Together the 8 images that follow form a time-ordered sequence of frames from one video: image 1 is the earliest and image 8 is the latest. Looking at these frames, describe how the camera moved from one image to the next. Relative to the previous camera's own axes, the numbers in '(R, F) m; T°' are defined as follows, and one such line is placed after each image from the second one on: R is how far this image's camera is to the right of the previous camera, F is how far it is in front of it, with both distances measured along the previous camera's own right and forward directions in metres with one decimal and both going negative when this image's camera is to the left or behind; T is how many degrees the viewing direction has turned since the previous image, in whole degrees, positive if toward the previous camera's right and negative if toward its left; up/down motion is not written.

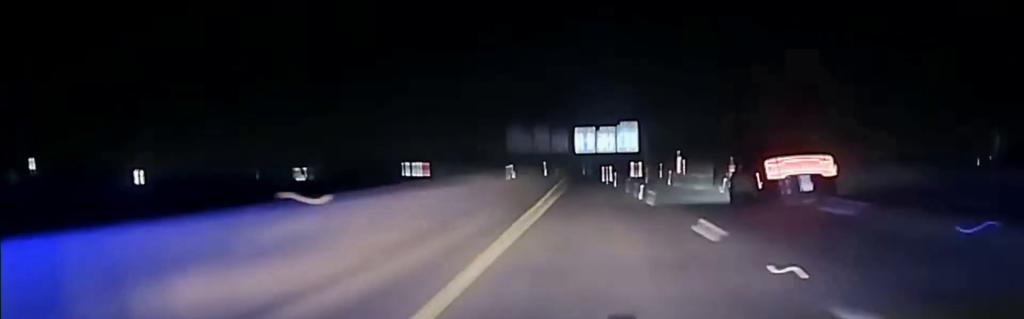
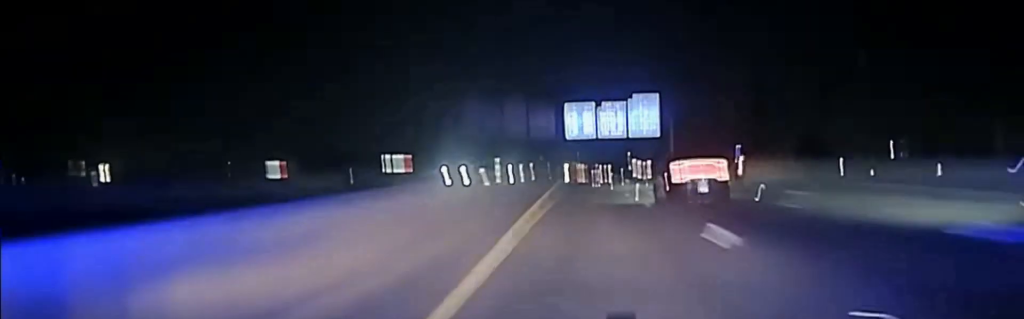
(+0.4, +52.6) m; 0°
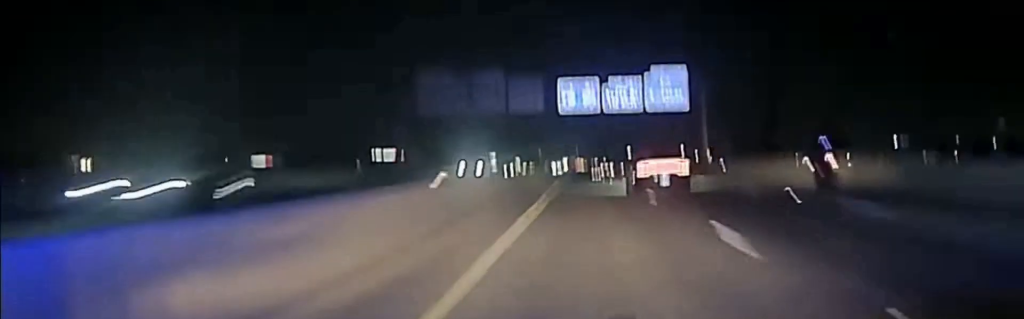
(0.0, +29.0) m; 0°
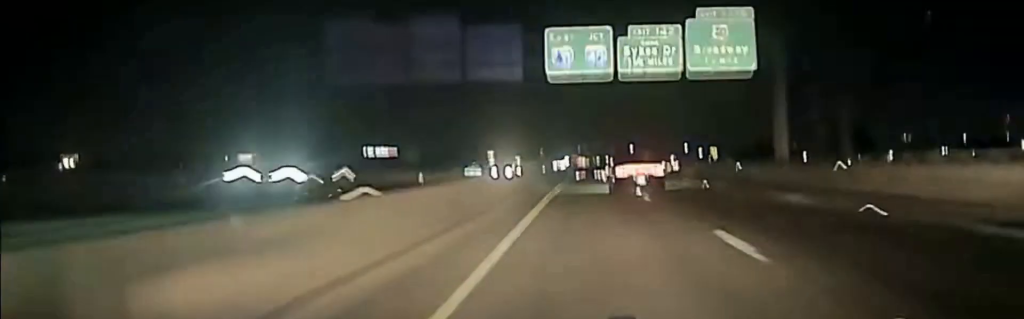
(-0.3, +31.7) m; 0°
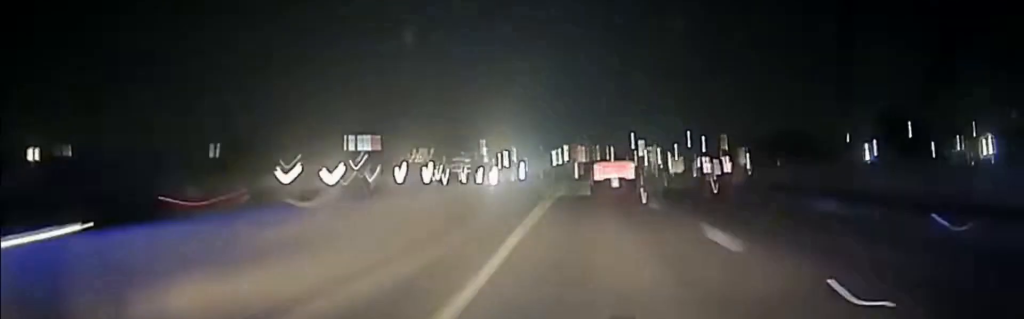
(+0.3, +47.9) m; 0°
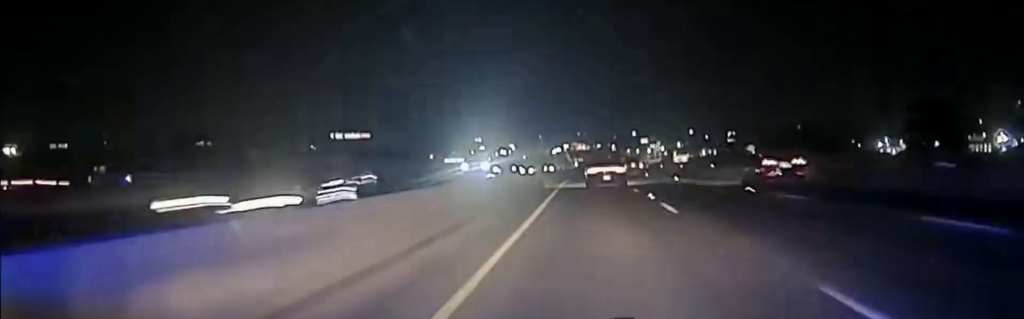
(0.0, +29.0) m; 0°
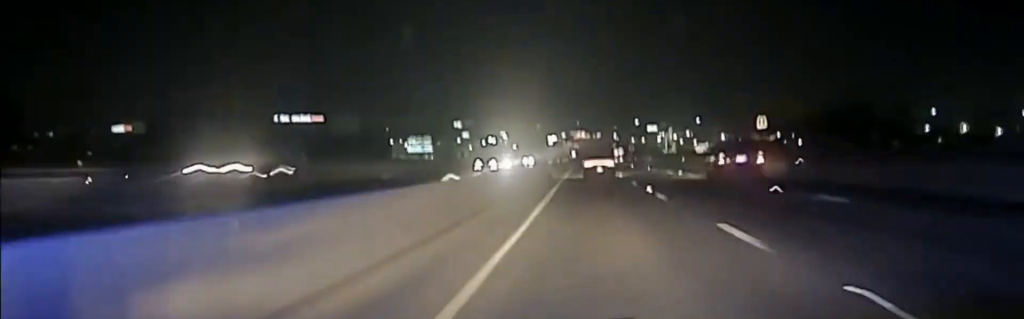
(-0.6, +95.1) m; 0°
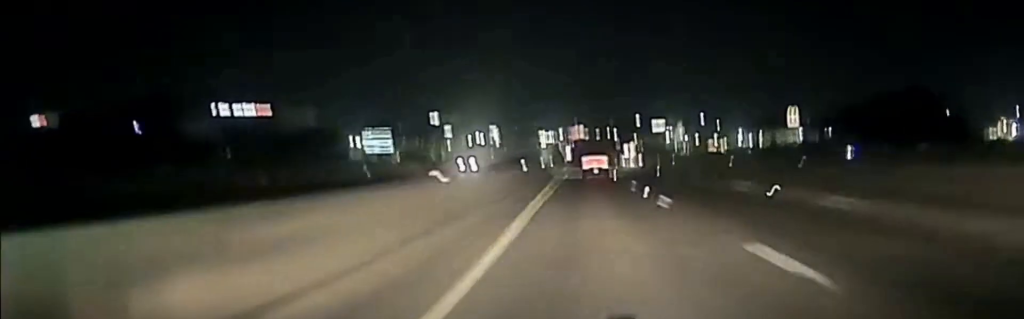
(+0.3, +79.6) m; +1°
